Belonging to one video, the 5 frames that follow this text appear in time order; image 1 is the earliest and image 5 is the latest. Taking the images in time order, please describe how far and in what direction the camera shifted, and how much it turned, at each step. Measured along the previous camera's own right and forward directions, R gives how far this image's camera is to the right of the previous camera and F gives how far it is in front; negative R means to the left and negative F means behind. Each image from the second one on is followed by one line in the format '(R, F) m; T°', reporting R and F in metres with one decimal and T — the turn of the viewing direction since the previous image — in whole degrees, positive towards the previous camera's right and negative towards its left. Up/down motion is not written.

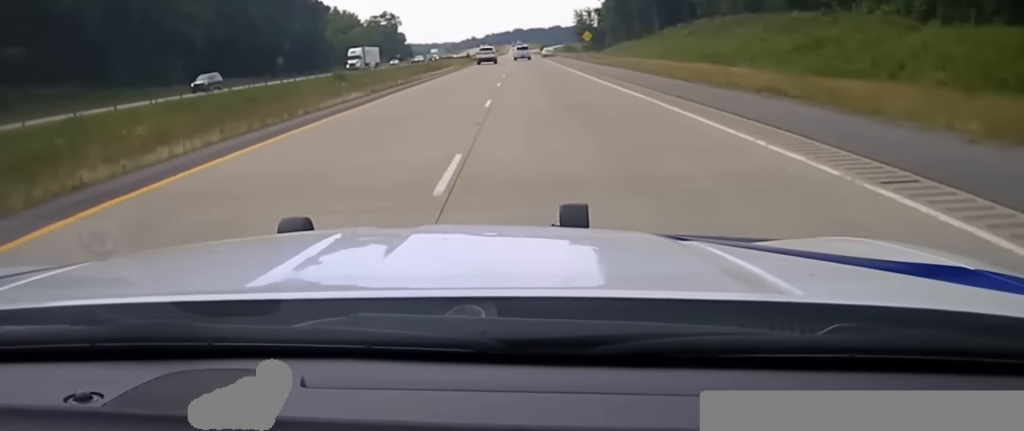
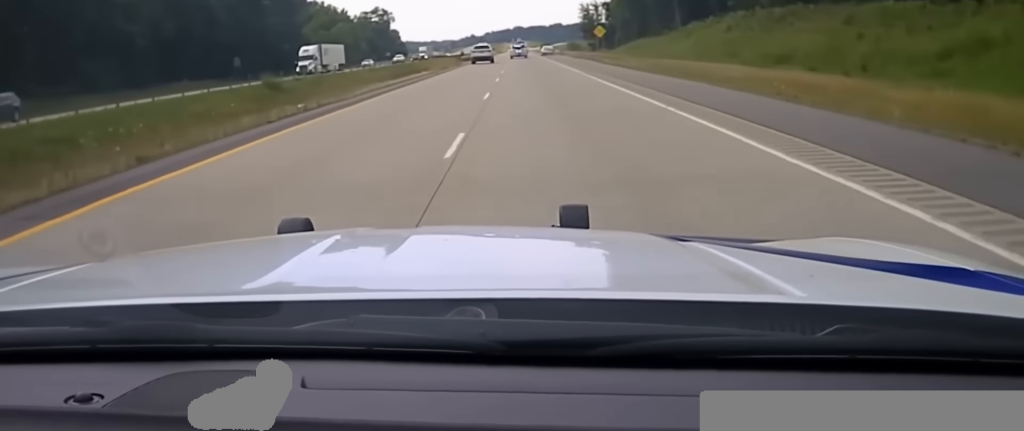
(-0.1, +19.6) m; 0°
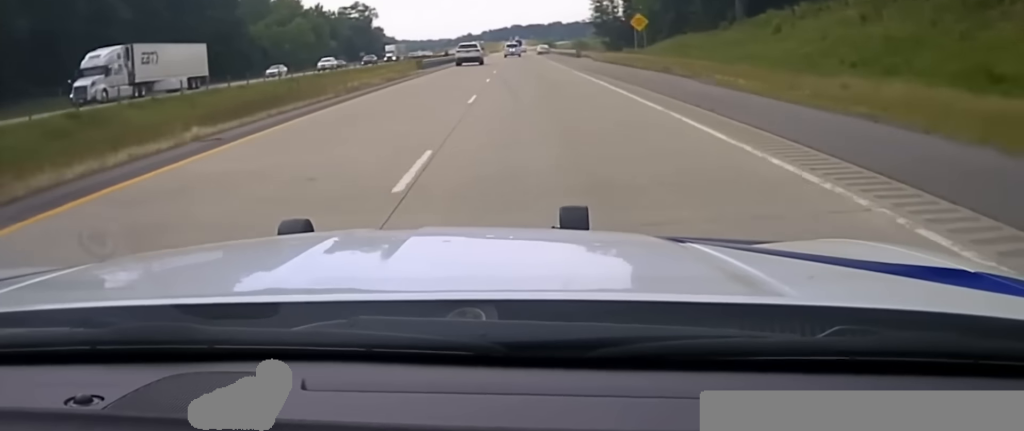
(+0.2, +35.1) m; +1°
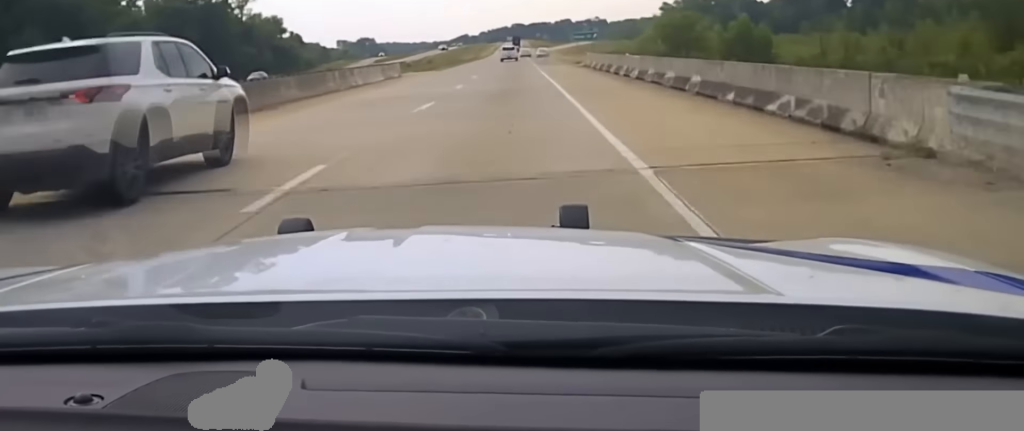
(+0.8, +157.6) m; 0°
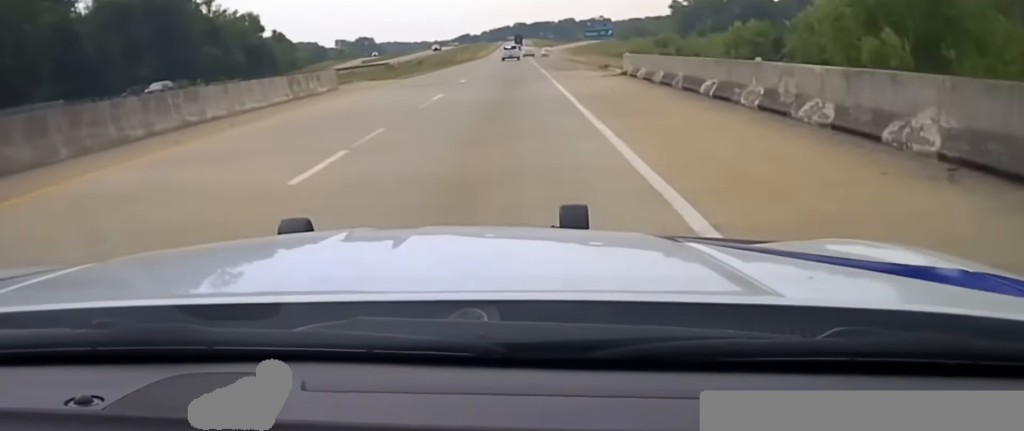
(-0.1, +21.4) m; 0°
